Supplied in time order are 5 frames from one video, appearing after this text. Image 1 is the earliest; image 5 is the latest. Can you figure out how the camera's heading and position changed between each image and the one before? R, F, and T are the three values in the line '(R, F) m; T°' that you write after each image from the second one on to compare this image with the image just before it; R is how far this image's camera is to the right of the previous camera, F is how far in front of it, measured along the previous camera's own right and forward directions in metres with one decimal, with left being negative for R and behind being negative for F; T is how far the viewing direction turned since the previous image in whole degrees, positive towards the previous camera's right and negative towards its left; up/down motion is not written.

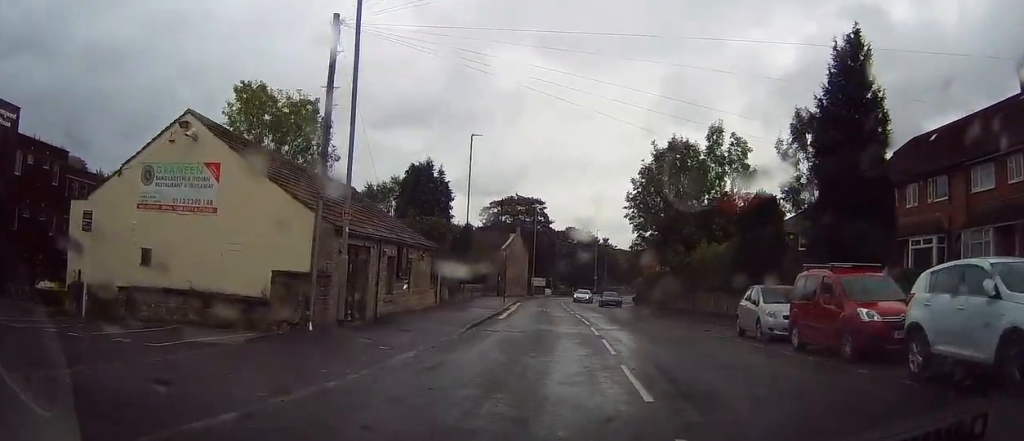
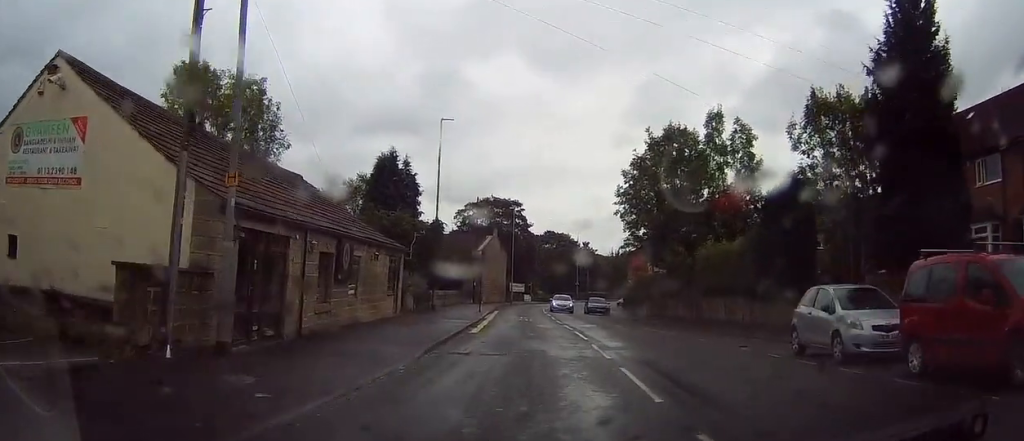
(0.0, +5.0) m; +4°
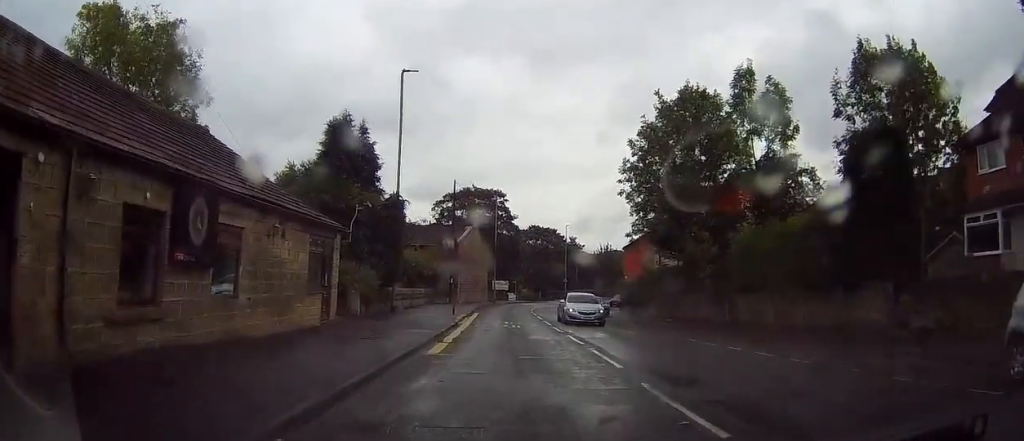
(+0.4, +7.8) m; +1°
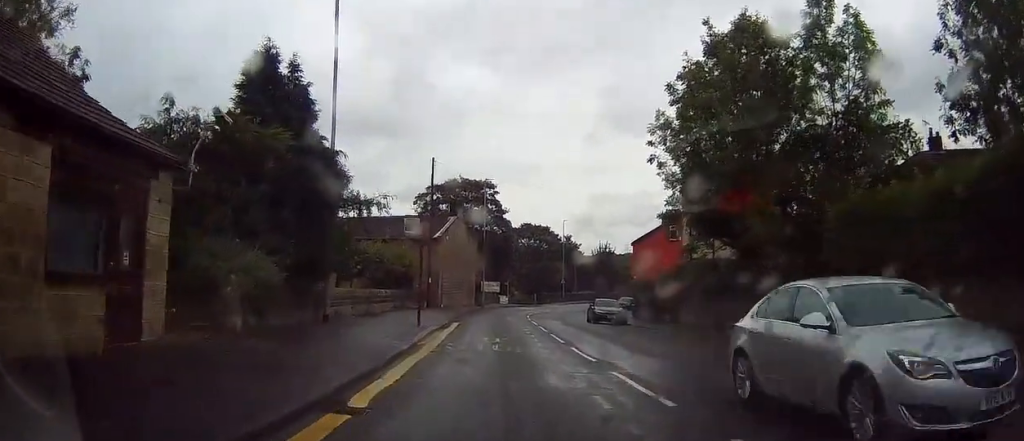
(-0.1, +9.1) m; +3°
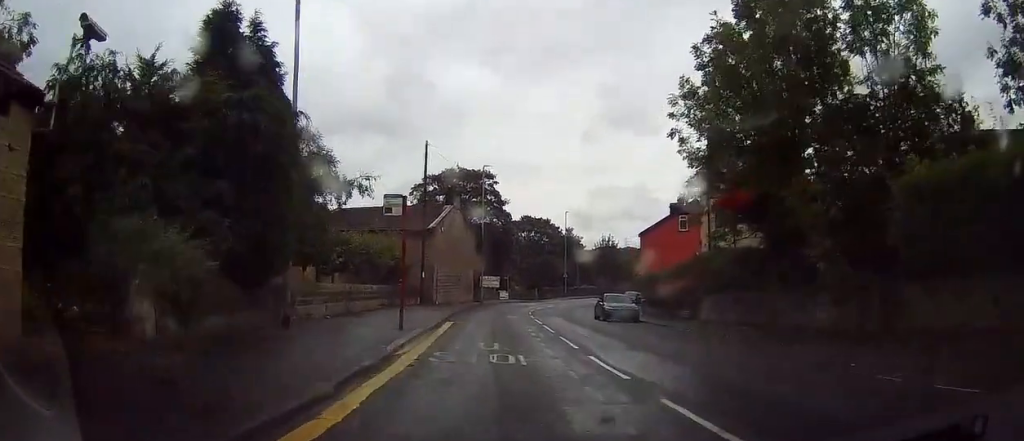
(+0.2, +3.4) m; +1°
